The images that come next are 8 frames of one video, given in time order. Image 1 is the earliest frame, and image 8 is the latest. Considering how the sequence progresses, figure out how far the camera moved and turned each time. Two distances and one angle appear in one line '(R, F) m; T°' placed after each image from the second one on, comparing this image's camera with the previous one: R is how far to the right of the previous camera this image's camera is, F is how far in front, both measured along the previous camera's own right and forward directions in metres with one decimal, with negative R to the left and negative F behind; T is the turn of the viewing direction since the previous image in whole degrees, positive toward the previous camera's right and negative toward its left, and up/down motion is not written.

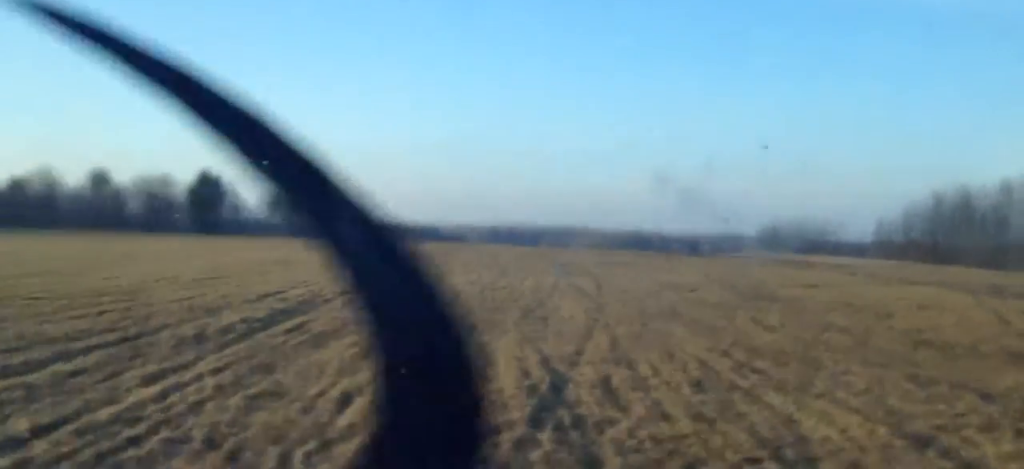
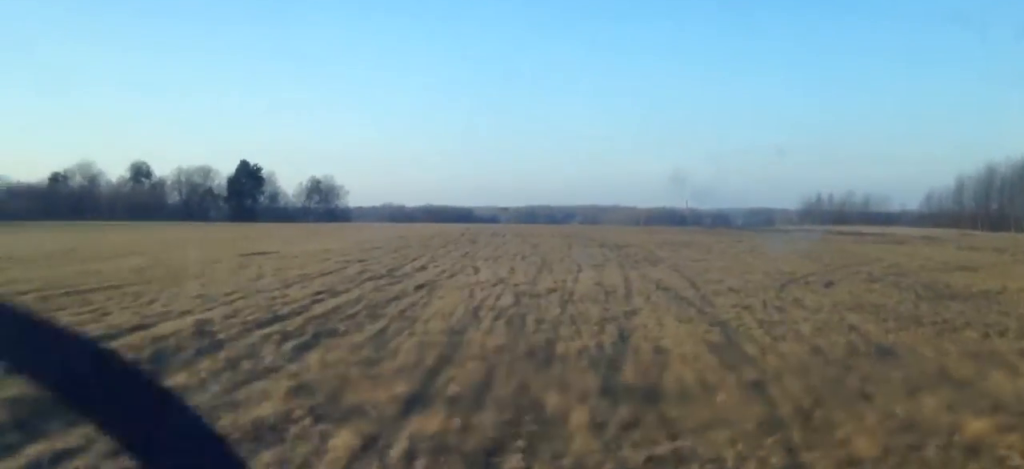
(-0.2, +13.3) m; -2°
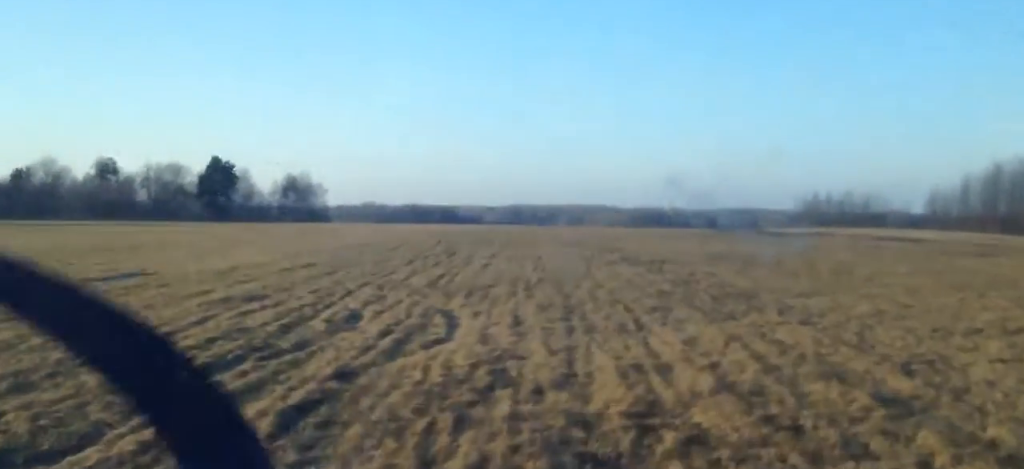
(-0.2, +13.8) m; 0°
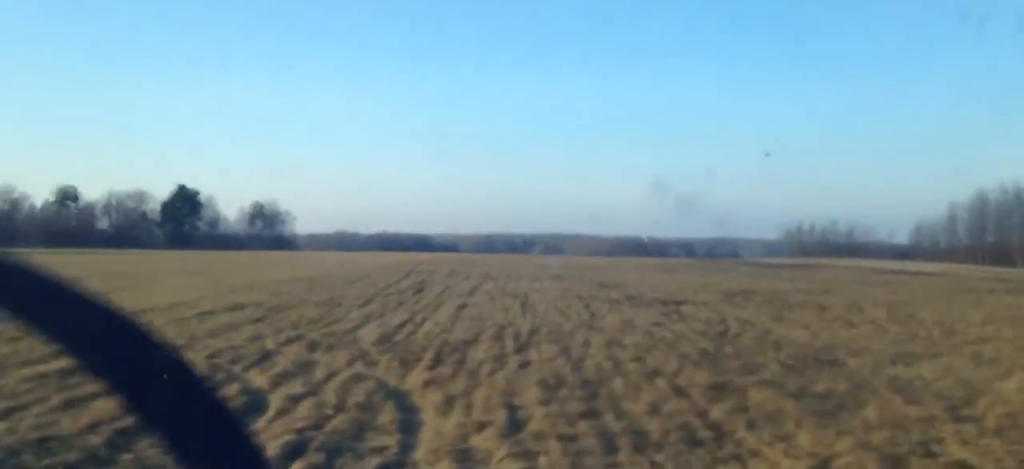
(0.0, +6.1) m; +1°
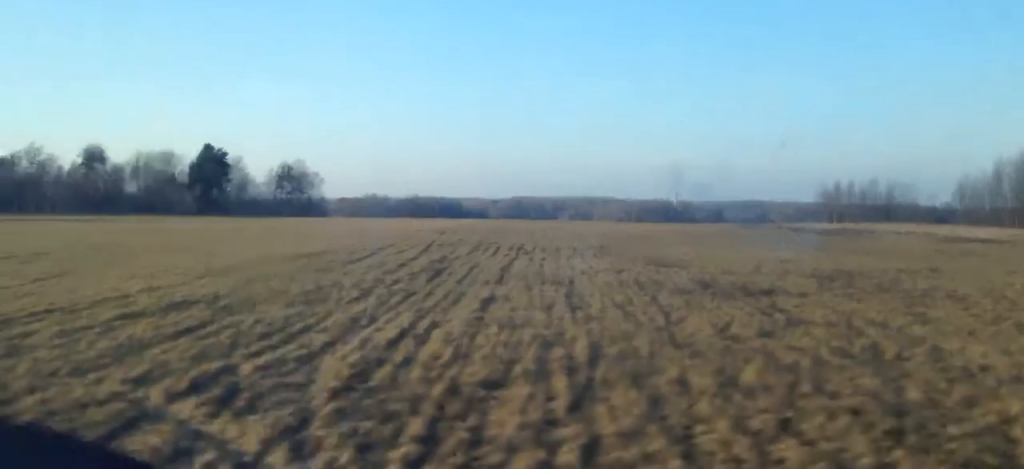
(+0.2, +6.9) m; 0°
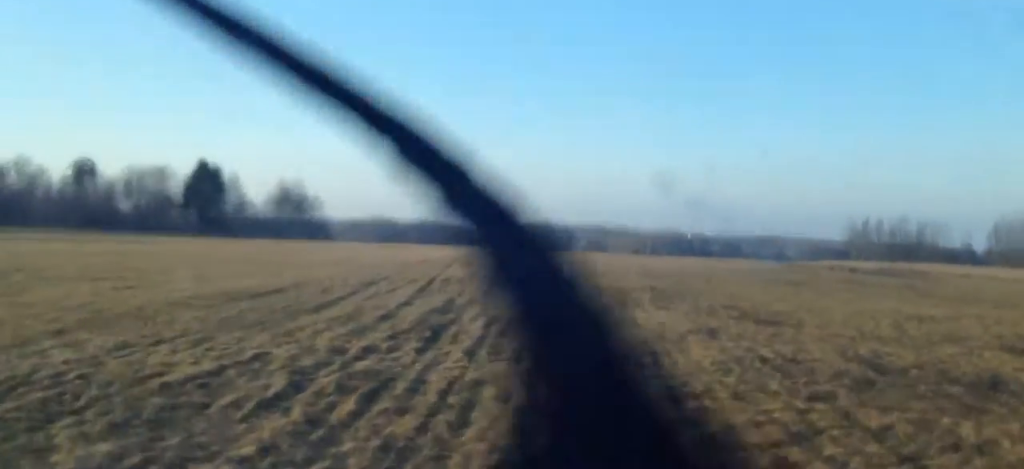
(-0.2, +9.4) m; -1°
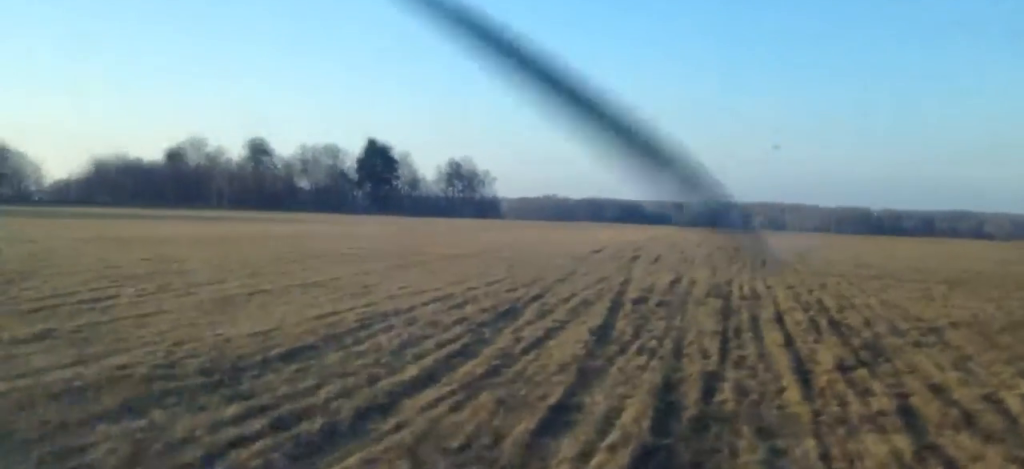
(-0.5, +14.9) m; -12°
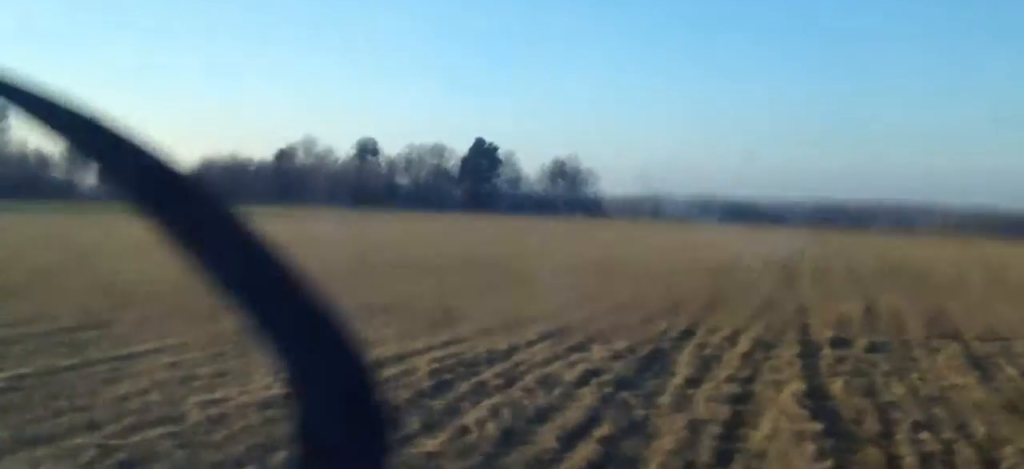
(-0.7, +5.9) m; -11°
